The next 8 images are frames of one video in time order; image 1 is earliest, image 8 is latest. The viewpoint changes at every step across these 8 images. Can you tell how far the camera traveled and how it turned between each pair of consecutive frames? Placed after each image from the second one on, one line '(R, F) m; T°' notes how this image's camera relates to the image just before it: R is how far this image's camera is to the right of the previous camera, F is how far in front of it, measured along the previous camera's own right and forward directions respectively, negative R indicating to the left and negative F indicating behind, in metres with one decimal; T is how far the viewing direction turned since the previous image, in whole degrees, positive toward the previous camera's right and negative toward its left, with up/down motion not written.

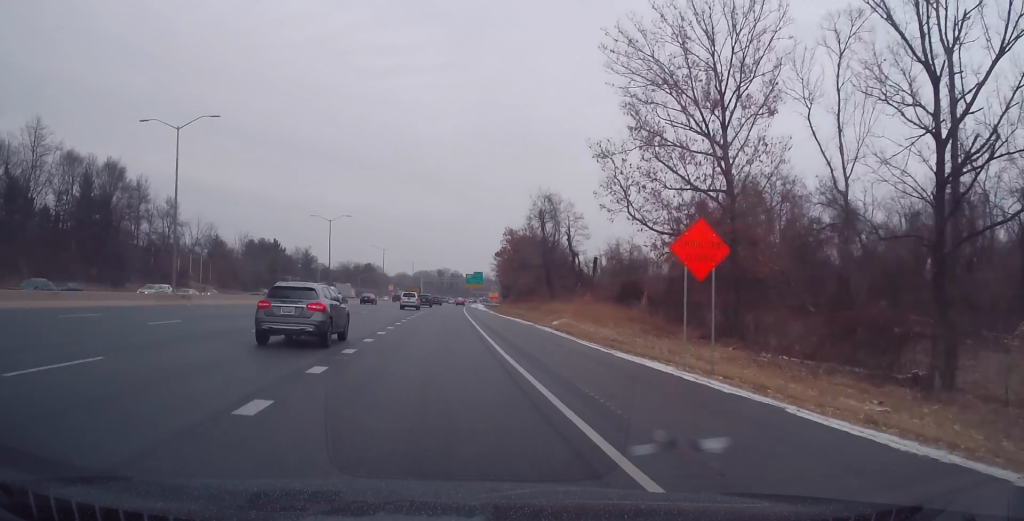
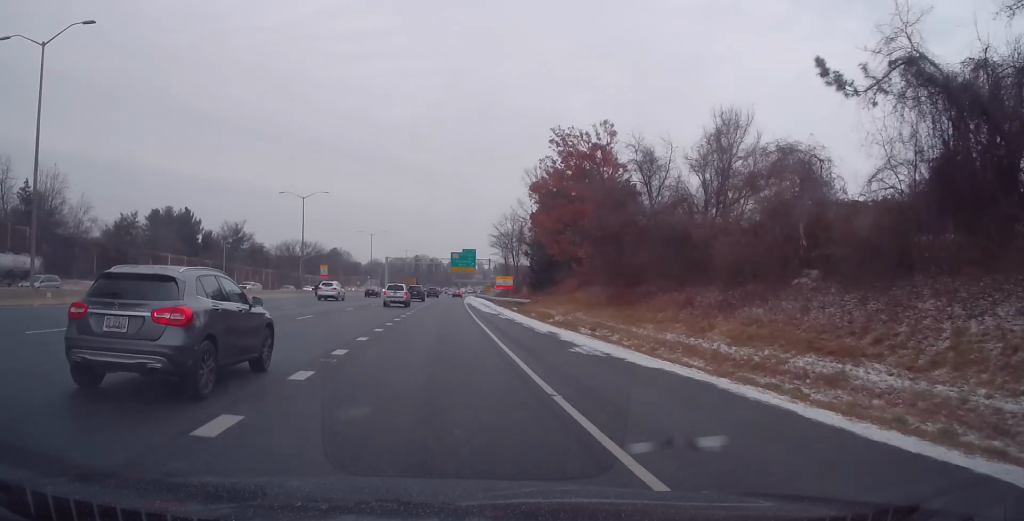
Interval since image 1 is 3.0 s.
(+1.0, +77.8) m; +2°
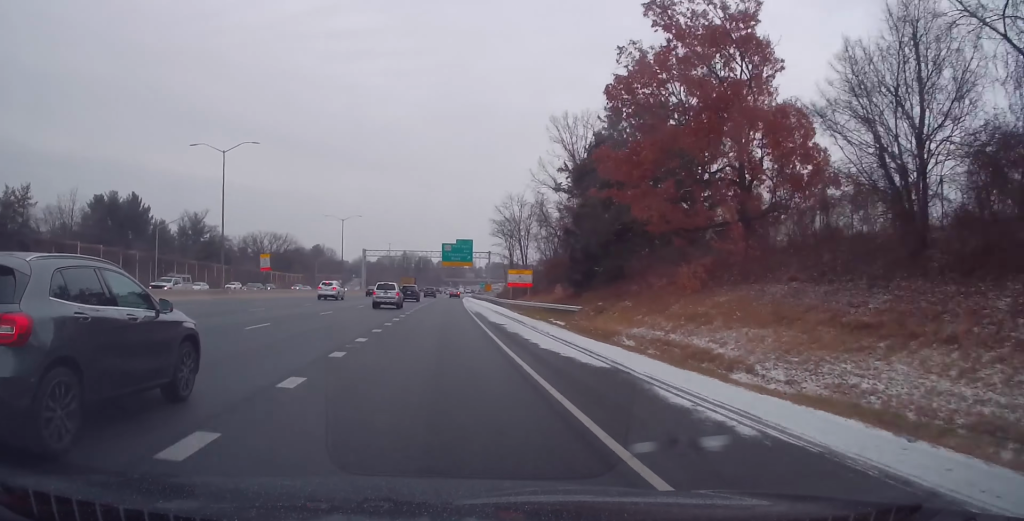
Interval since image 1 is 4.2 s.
(+0.9, +30.9) m; +1°
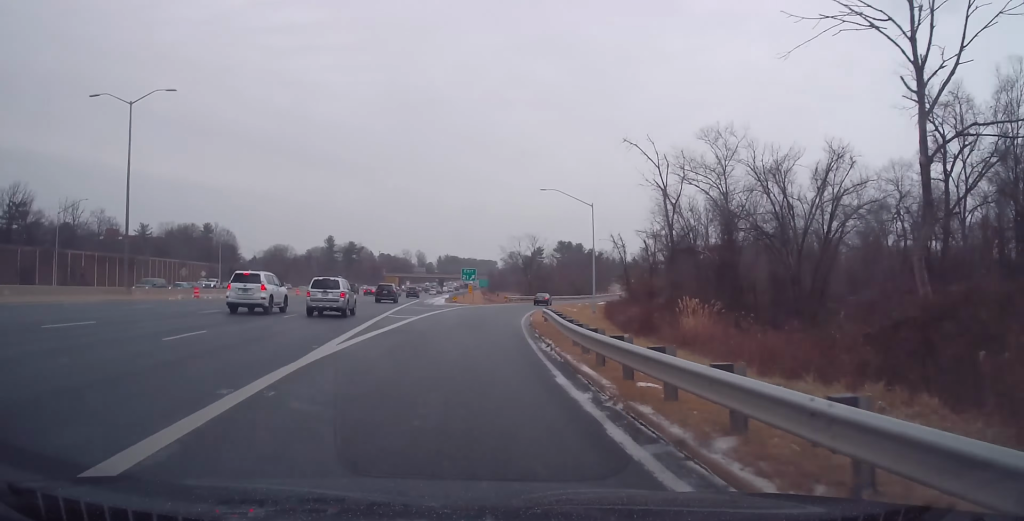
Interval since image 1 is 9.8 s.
(+5.1, +137.7) m; +9°
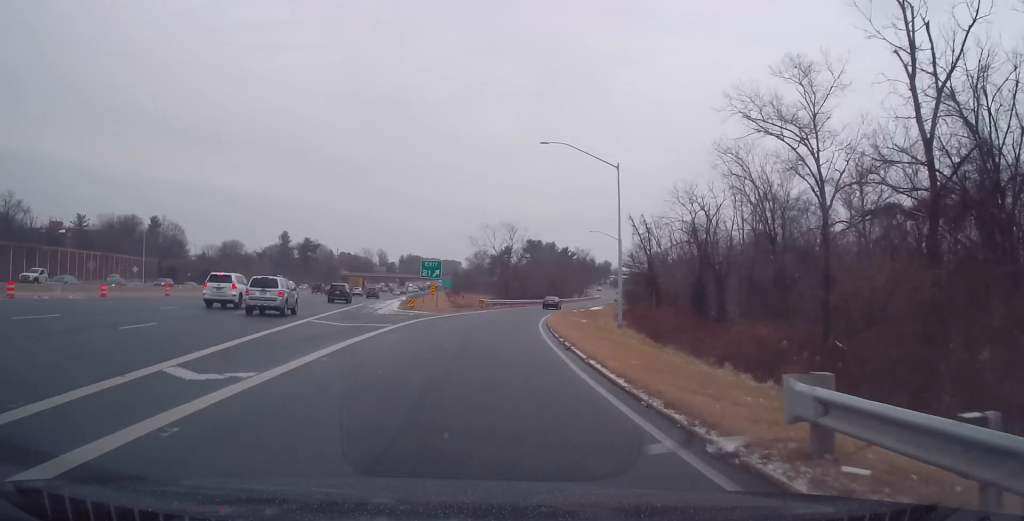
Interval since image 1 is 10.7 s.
(-0.2, +20.8) m; +3°
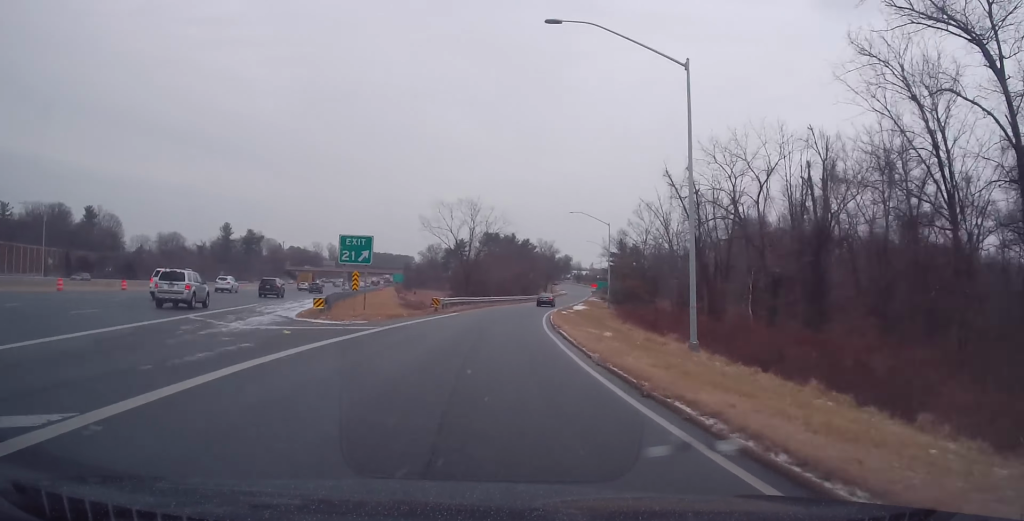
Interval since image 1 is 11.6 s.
(+1.3, +19.5) m; +4°
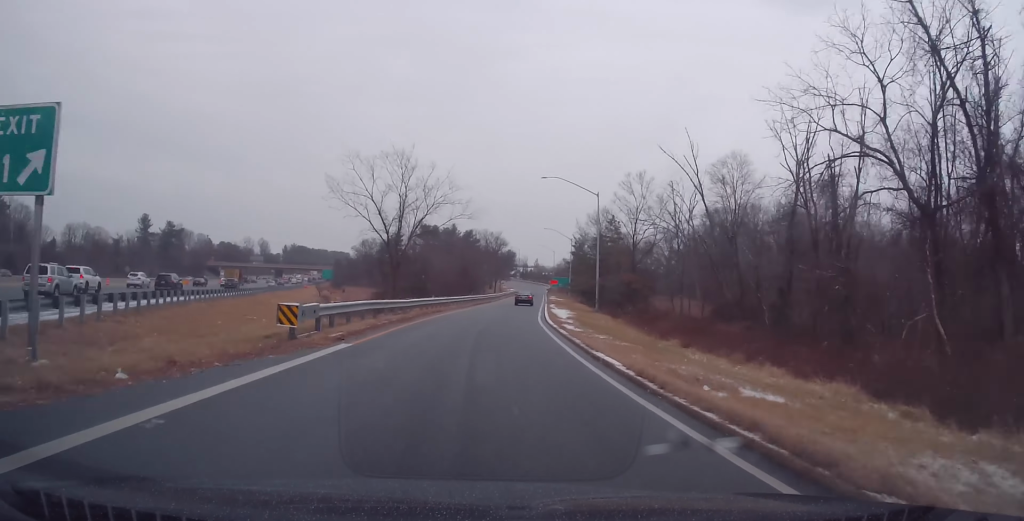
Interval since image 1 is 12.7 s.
(+0.4, +25.7) m; +5°
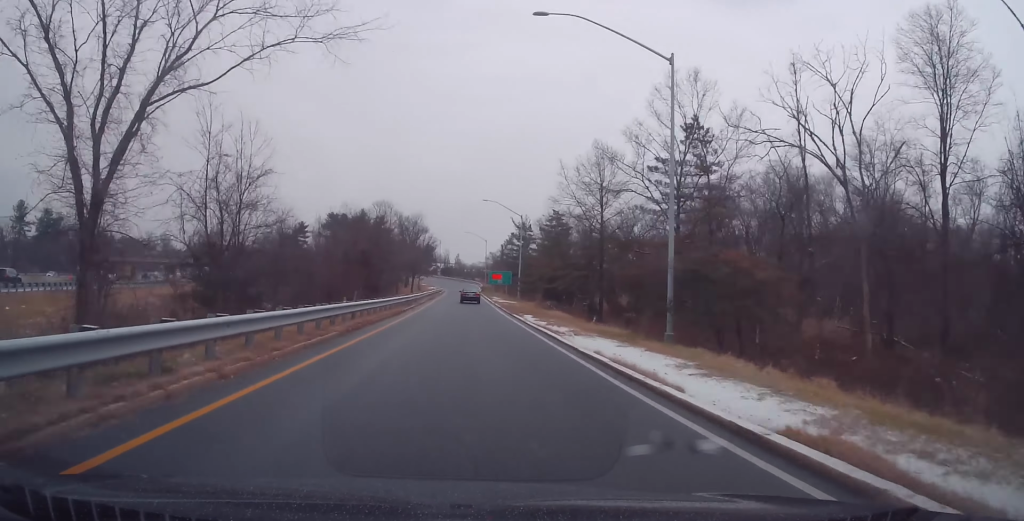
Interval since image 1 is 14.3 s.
(+2.5, +35.0) m; +5°
